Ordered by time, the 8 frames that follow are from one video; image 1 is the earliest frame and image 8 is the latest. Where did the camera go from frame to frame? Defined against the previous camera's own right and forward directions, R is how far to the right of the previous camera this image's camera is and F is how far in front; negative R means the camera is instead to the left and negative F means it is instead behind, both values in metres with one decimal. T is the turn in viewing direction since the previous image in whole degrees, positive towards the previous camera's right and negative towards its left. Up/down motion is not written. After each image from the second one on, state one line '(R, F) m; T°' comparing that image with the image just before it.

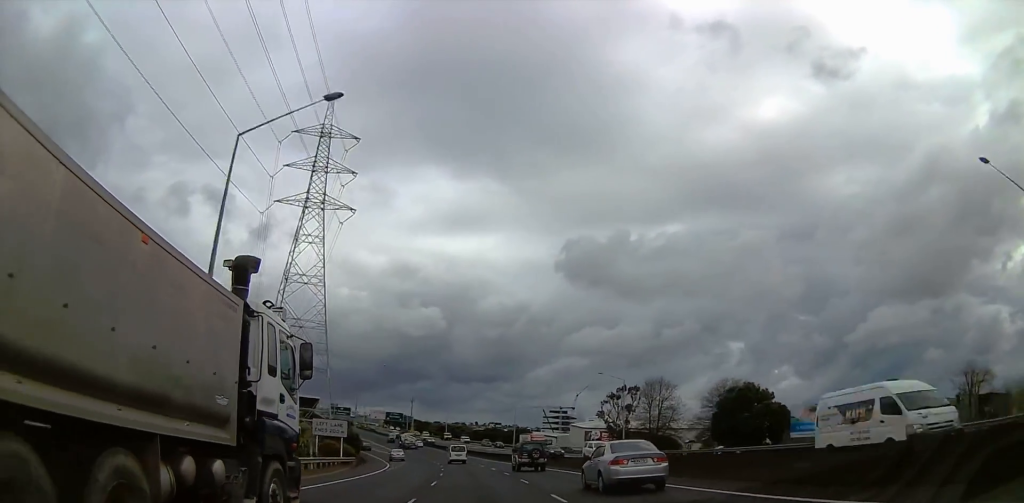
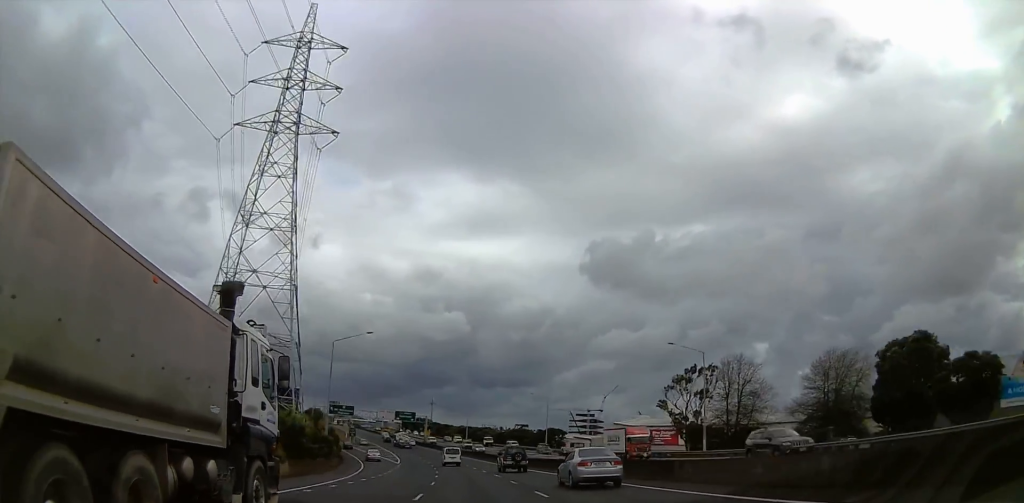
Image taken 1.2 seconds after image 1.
(-0.8, +26.7) m; -3°
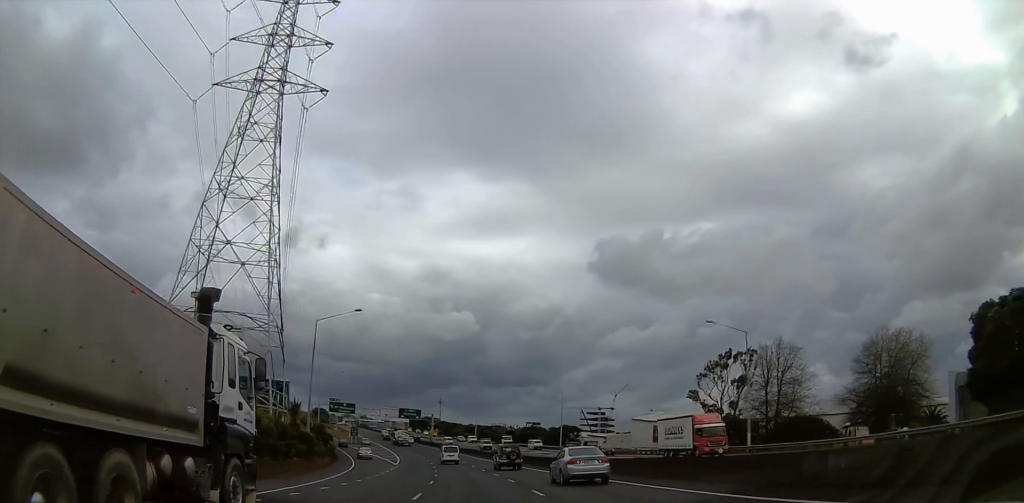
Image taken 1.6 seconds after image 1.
(0.0, +9.8) m; -1°
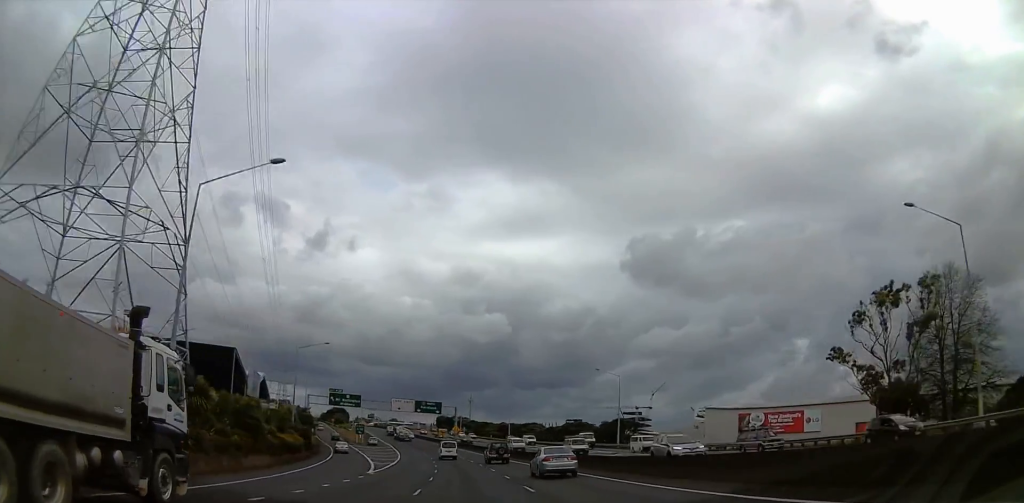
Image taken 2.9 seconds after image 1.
(-0.9, +28.4) m; -3°
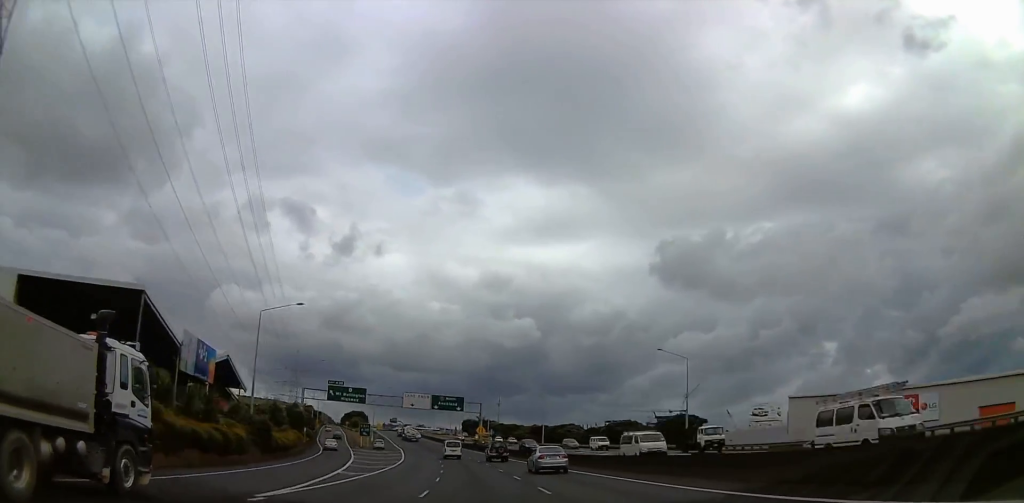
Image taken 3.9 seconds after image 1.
(-0.3, +21.4) m; -1°
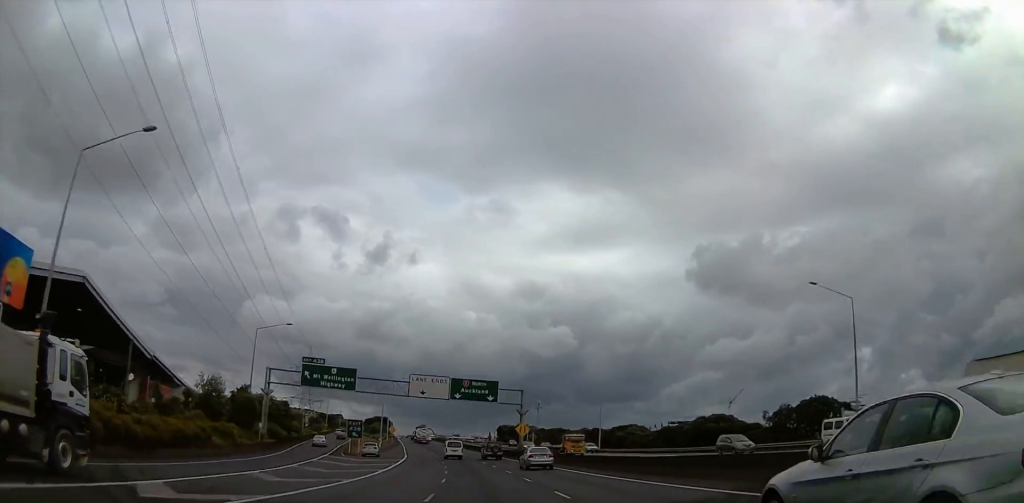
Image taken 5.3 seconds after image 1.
(-0.5, +32.2) m; -5°
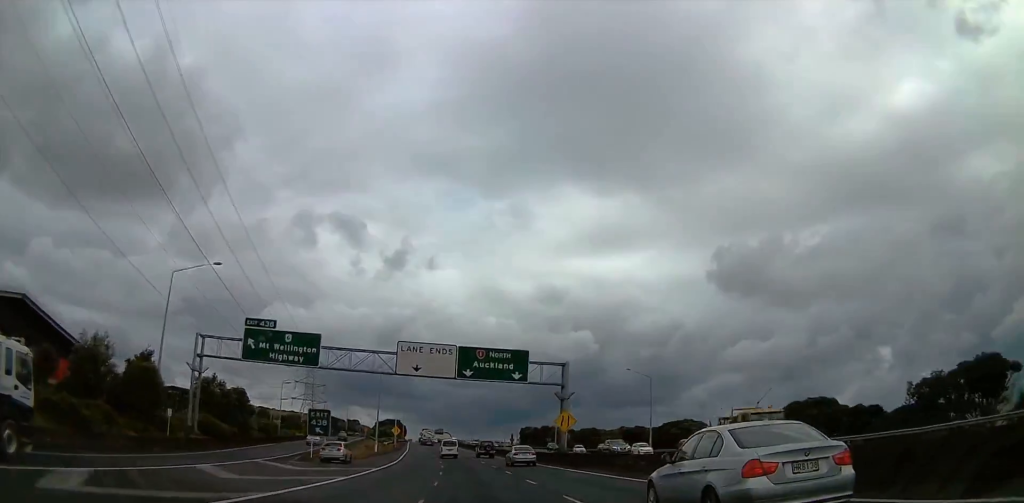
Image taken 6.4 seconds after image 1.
(-1.4, +23.2) m; -4°
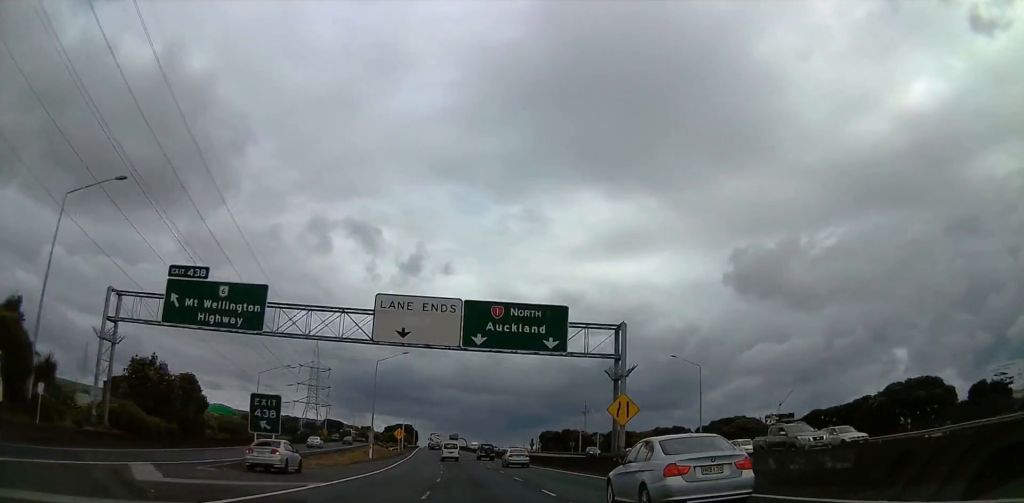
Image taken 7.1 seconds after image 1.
(-0.2, +16.1) m; 0°
